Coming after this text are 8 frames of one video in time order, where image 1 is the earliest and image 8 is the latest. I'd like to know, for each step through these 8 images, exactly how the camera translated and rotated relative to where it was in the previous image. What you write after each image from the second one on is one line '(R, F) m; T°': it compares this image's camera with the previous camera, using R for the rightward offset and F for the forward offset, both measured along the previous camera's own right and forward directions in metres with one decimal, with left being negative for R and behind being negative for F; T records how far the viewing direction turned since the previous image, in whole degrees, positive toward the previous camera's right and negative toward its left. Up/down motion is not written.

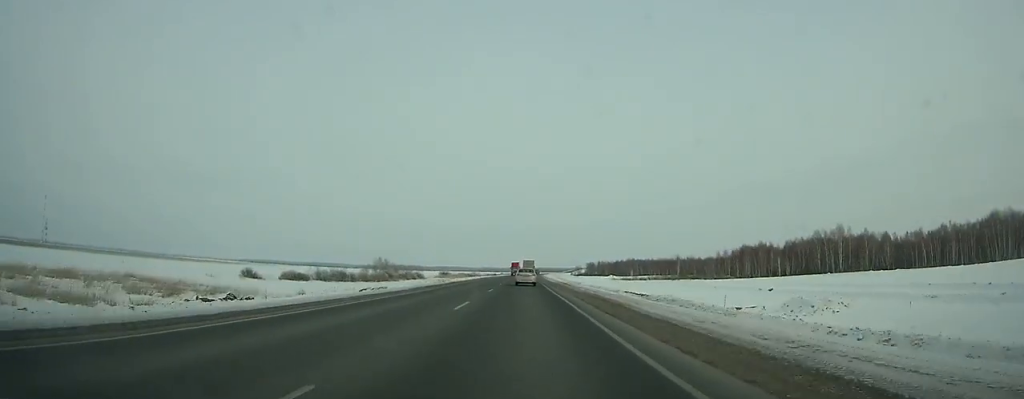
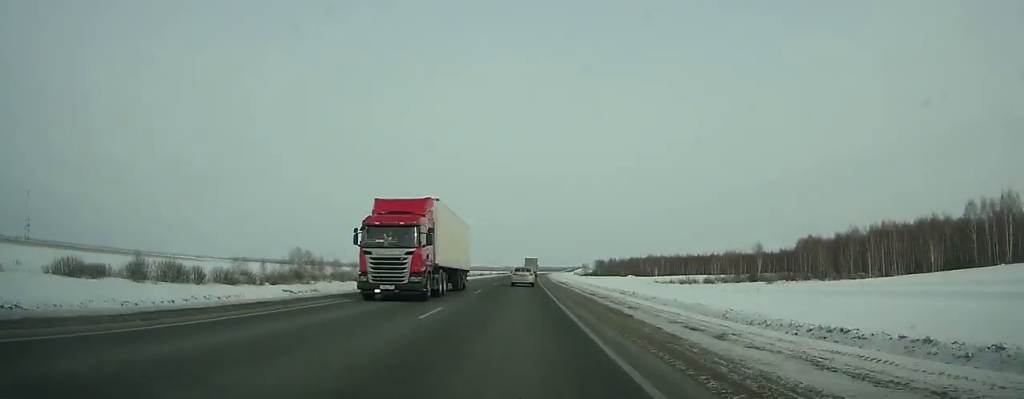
(+0.4, +83.8) m; 0°
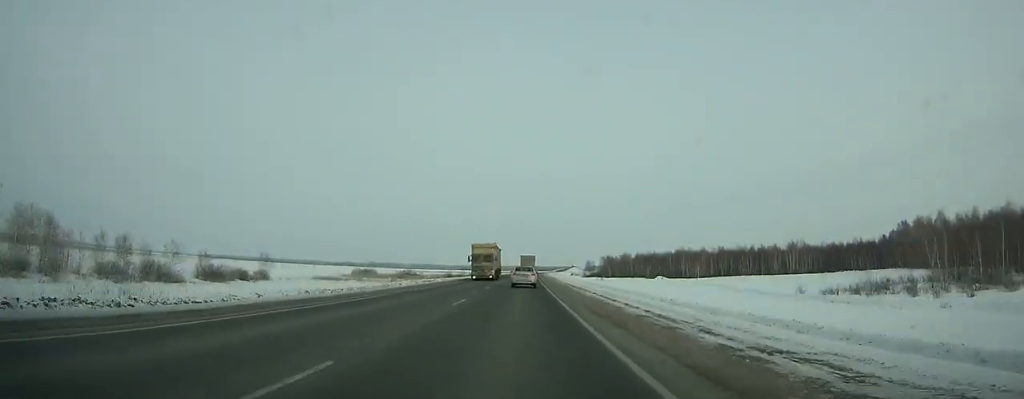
(+0.4, +90.9) m; +1°
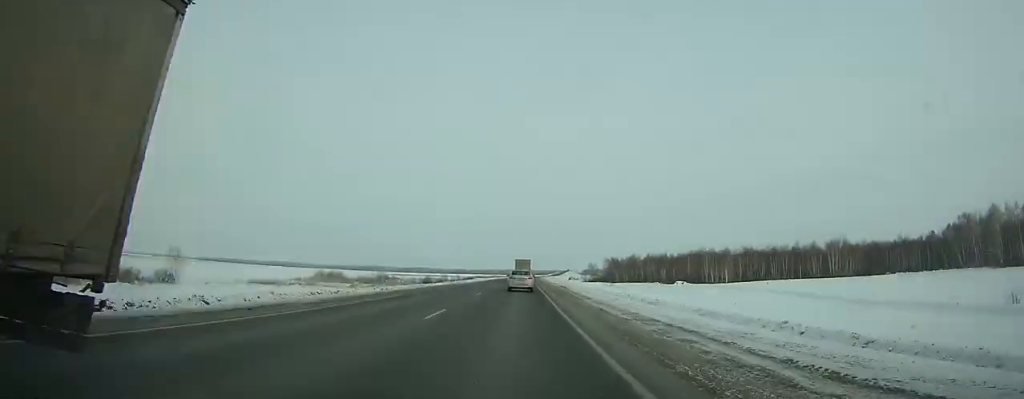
(+0.2, +36.0) m; 0°
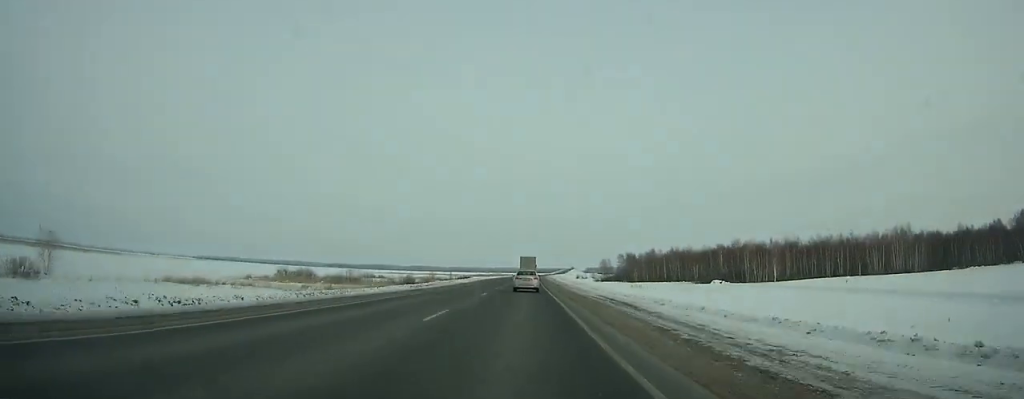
(+0.1, +33.2) m; 0°
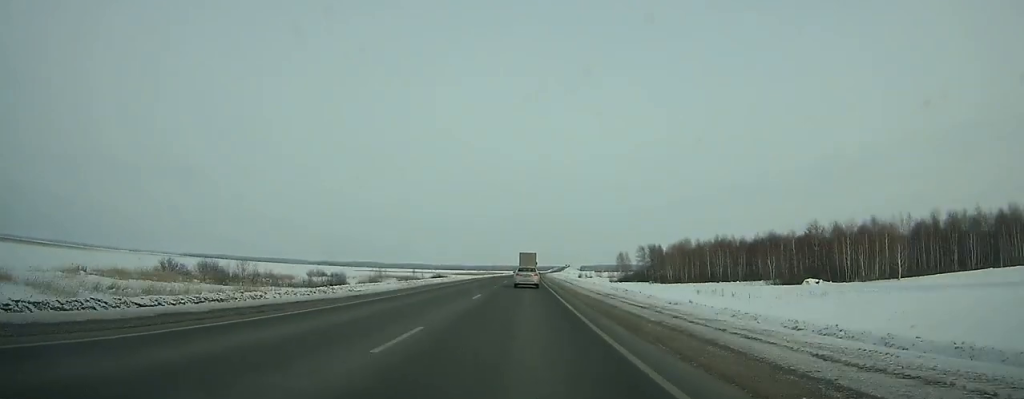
(+0.1, +53.7) m; 0°
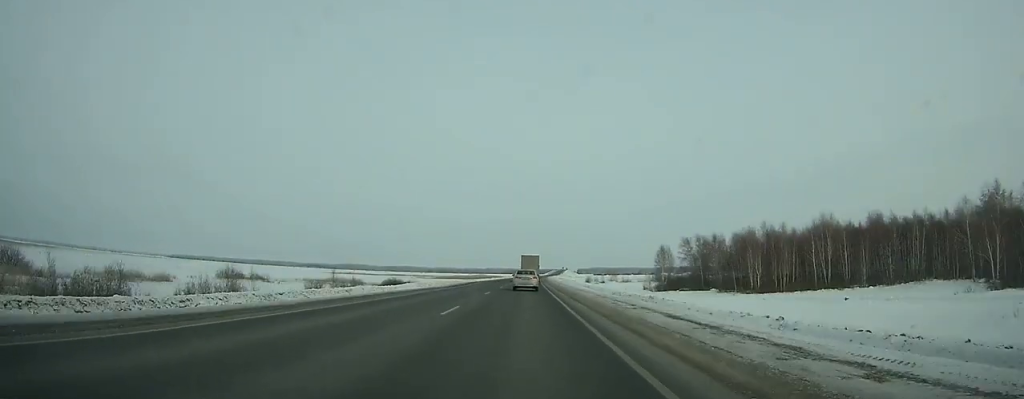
(+0.3, +57.2) m; +1°
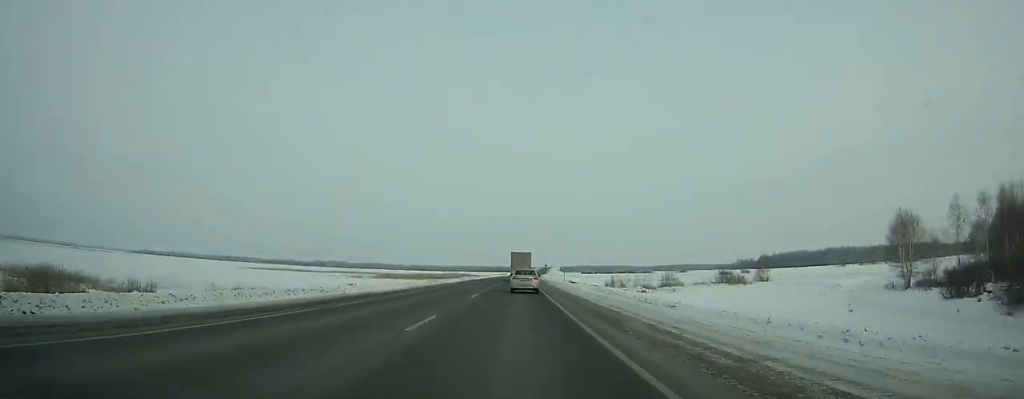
(+1.2, +97.9) m; +1°
